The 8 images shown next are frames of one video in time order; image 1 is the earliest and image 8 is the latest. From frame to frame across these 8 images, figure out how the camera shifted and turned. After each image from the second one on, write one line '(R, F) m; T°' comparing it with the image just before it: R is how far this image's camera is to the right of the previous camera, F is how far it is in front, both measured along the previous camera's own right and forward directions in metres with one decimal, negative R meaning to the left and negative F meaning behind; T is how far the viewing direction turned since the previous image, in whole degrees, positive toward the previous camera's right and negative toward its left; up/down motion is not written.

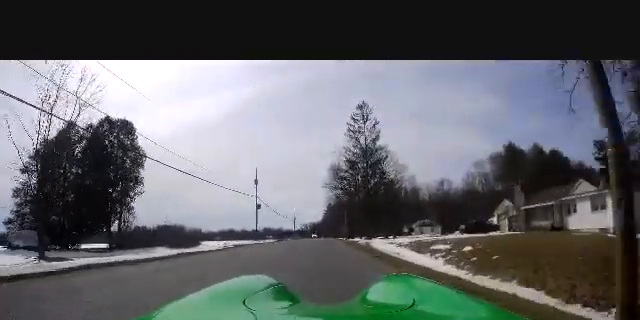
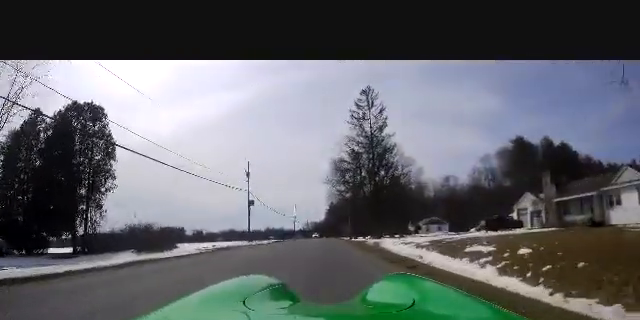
(-0.1, +5.6) m; 0°
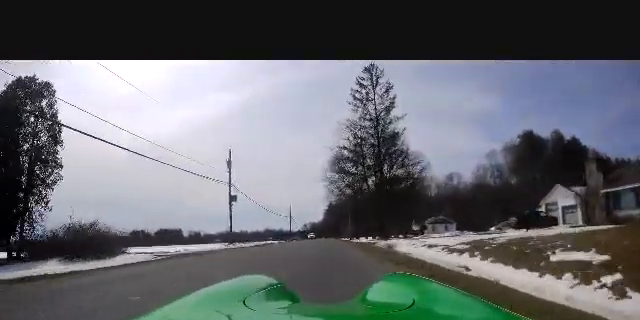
(0.0, +7.2) m; 0°
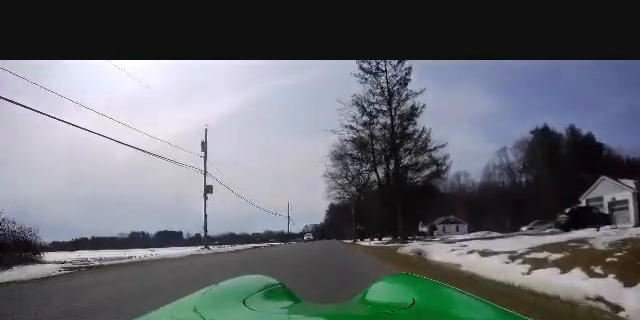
(0.0, +7.6) m; +1°
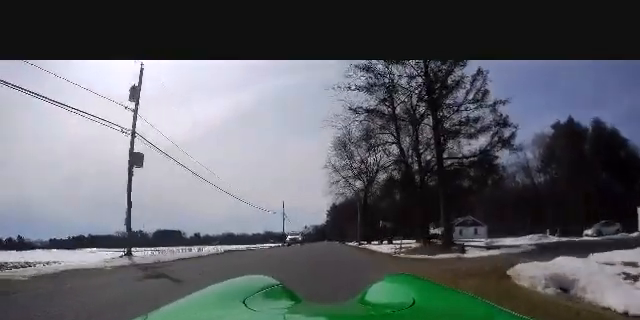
(+0.3, +11.2) m; -1°
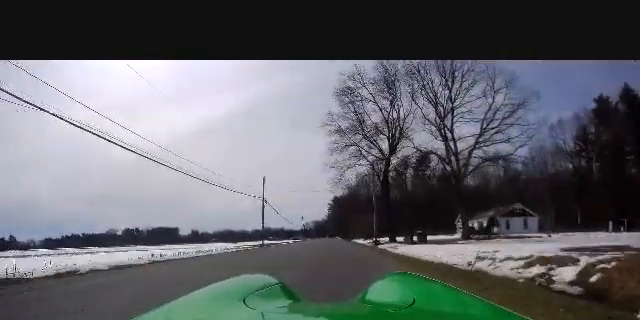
(-0.3, +22.2) m; +1°
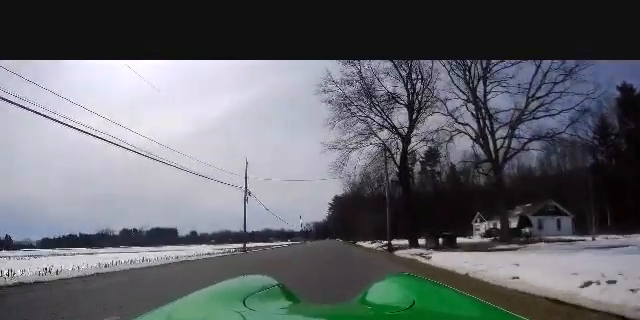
(+0.1, +10.4) m; -1°
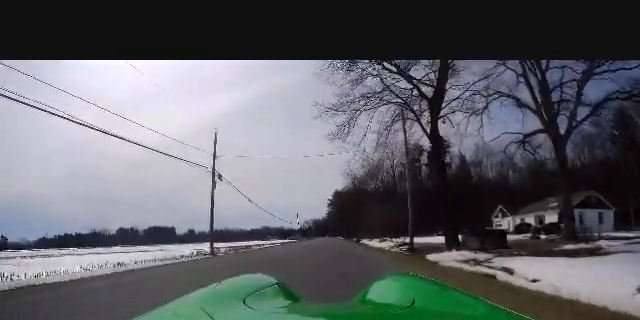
(-0.3, +10.2) m; -1°
